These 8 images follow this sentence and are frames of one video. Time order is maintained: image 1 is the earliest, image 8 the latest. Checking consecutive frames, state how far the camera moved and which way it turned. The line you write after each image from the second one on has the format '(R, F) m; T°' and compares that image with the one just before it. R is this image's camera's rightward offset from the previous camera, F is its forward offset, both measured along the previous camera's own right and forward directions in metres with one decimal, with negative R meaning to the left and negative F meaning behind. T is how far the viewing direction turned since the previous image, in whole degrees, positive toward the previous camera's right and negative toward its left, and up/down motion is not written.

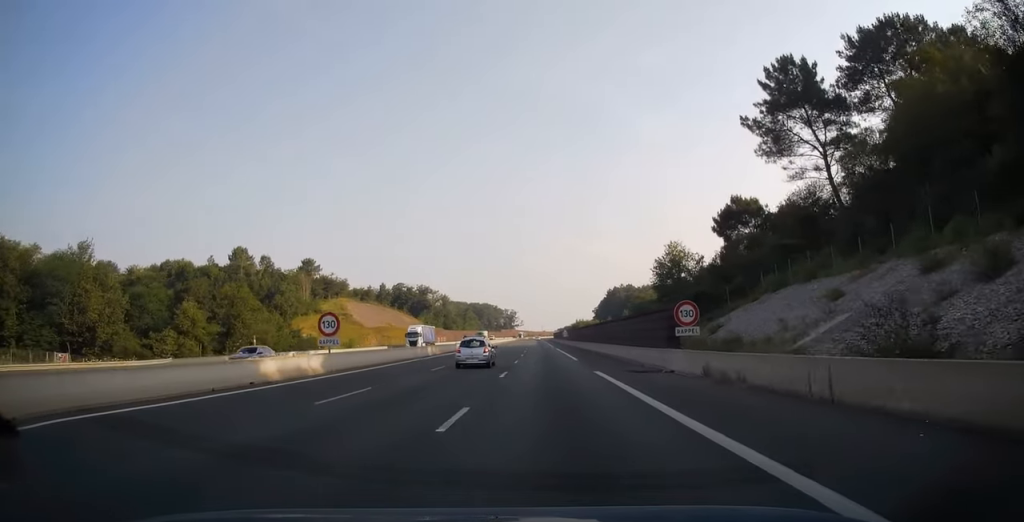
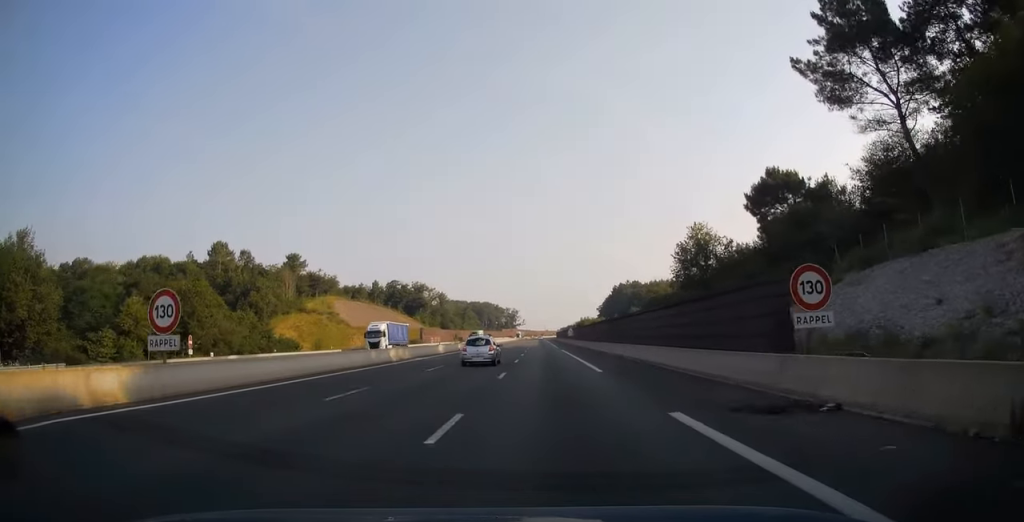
(0.0, +14.2) m; 0°
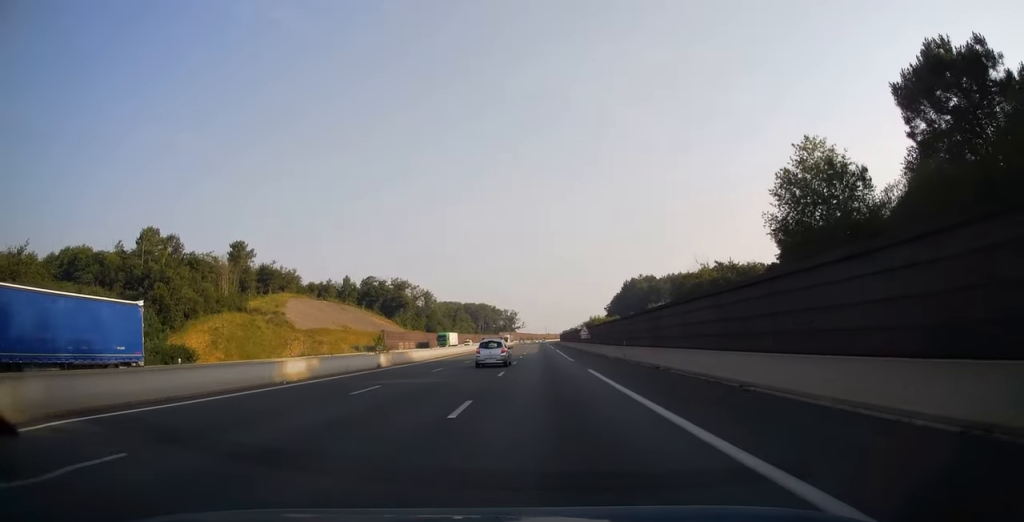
(-0.1, +36.3) m; 0°
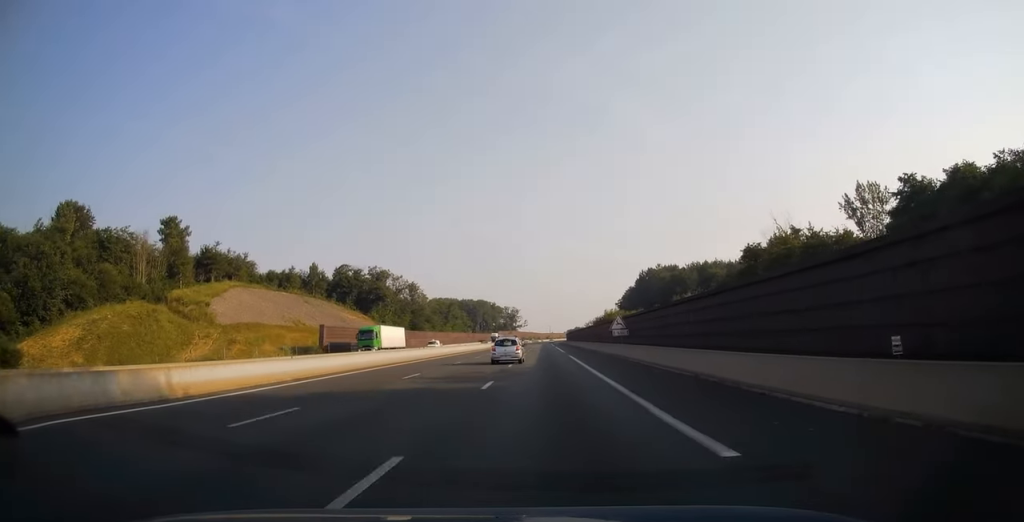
(-0.1, +32.8) m; 0°
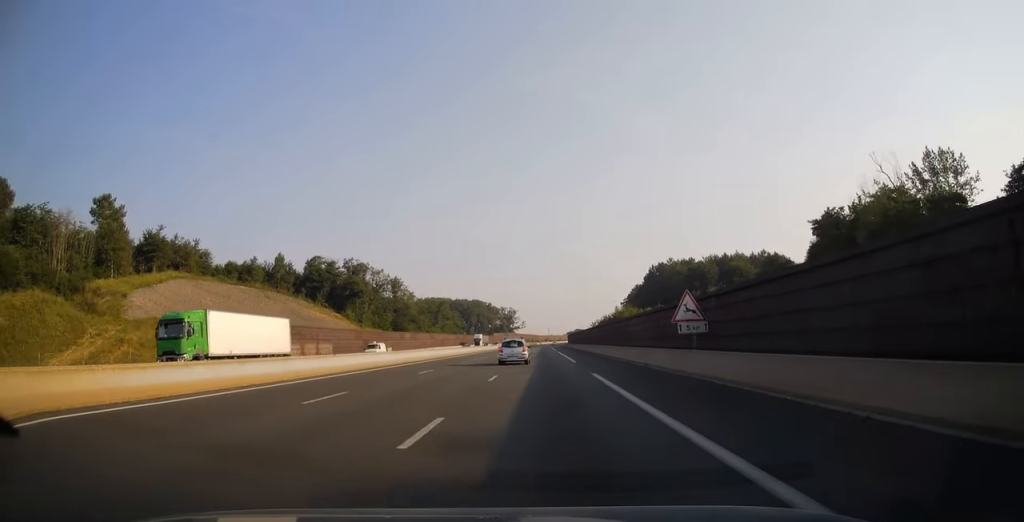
(0.0, +22.3) m; 0°
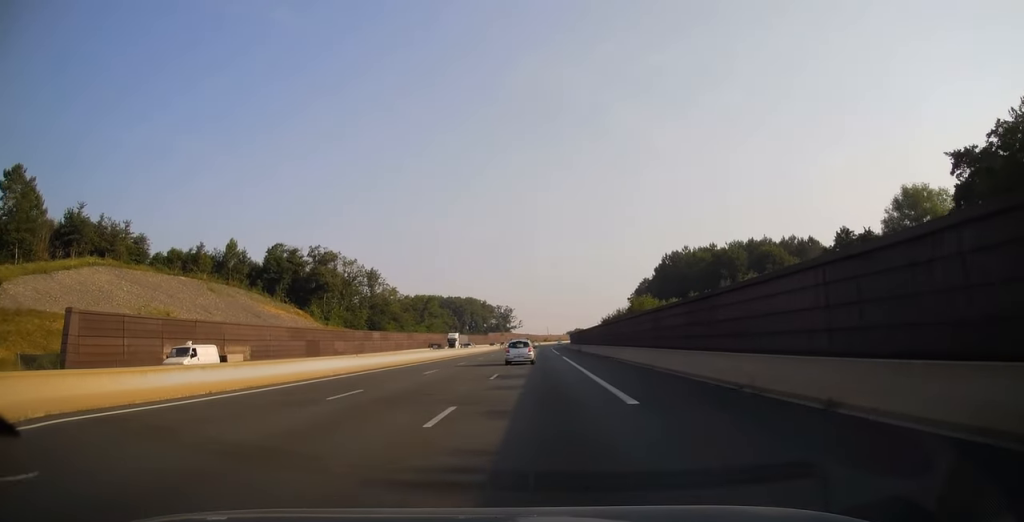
(+0.1, +23.8) m; 0°
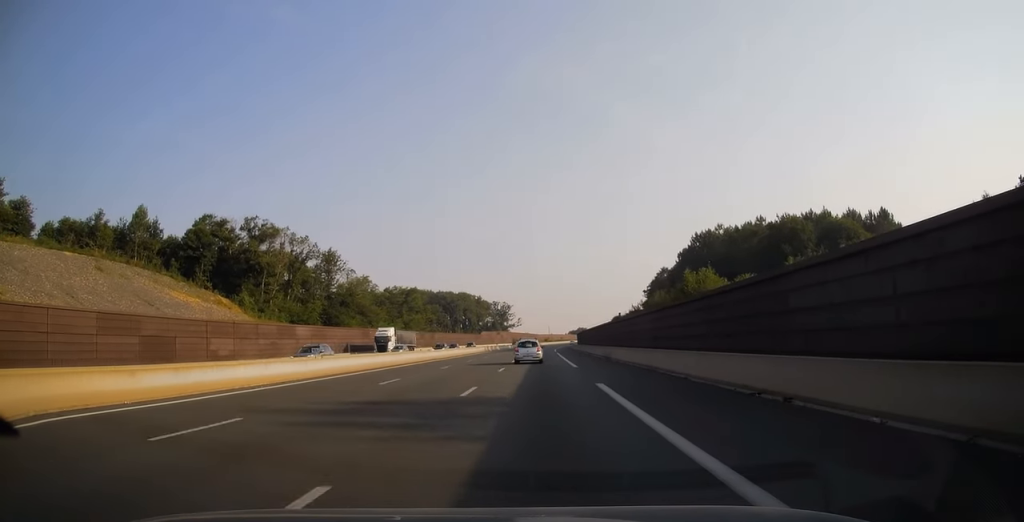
(0.0, +33.1) m; 0°
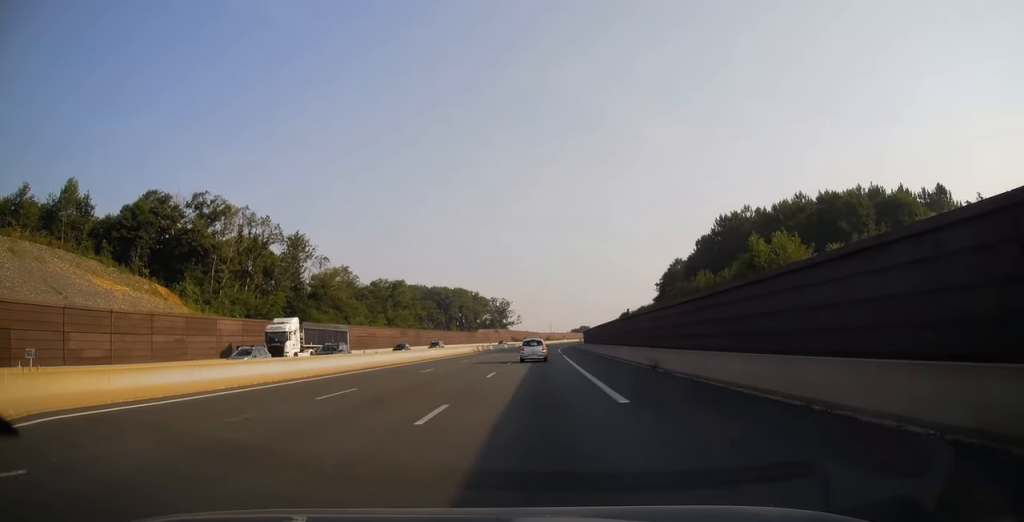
(-0.1, +18.5) m; 0°
